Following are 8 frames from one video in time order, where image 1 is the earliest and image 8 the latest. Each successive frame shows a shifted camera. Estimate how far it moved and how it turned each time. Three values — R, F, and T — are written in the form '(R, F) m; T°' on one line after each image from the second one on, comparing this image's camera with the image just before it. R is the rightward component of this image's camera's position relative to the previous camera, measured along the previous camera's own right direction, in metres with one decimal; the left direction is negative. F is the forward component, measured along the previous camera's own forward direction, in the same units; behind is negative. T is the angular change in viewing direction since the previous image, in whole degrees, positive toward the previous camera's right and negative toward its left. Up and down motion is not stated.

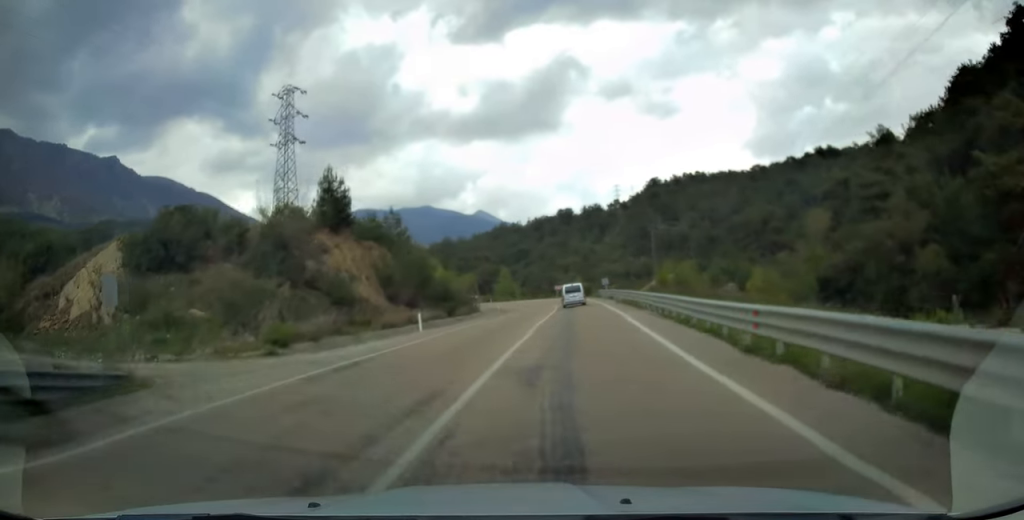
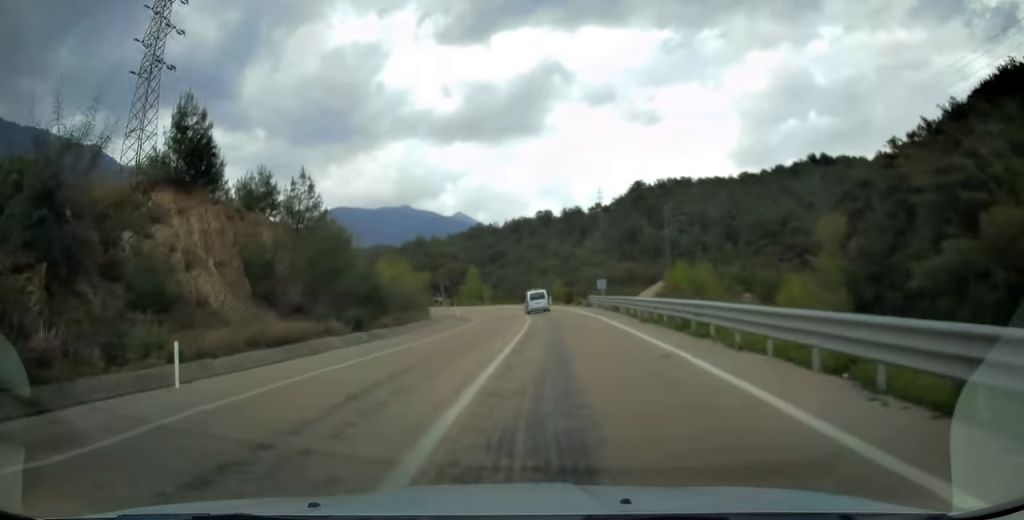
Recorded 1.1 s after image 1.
(+0.5, +19.1) m; +2°
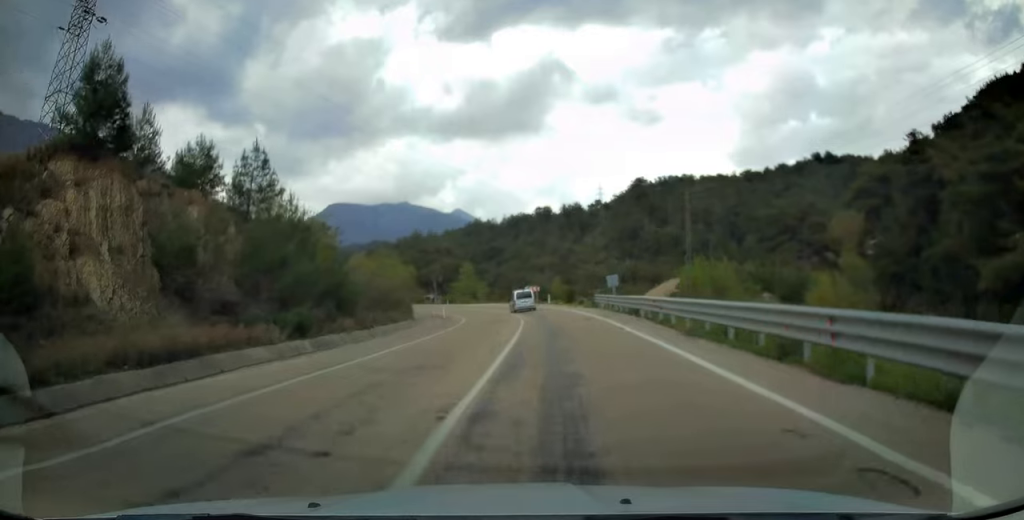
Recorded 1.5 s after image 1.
(+0.1, +7.7) m; 0°
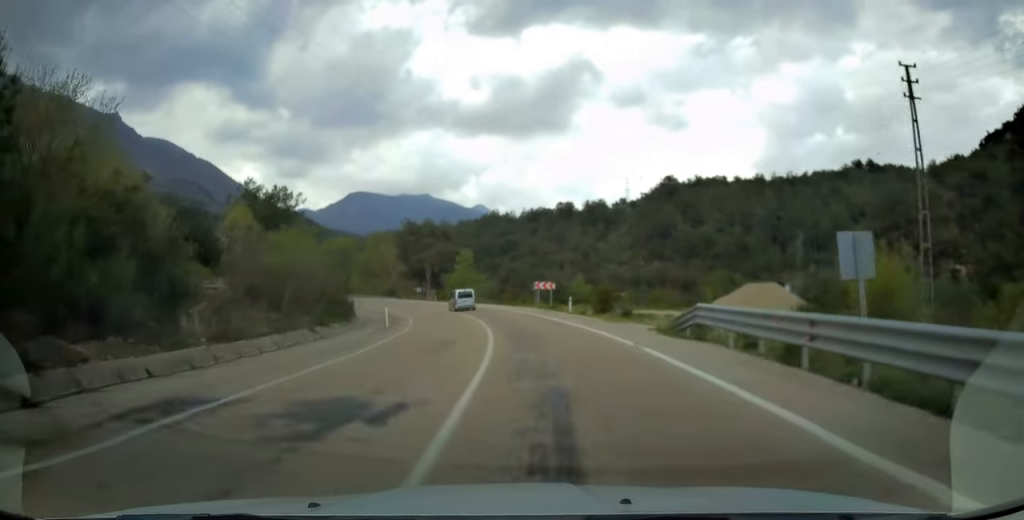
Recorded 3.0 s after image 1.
(-0.4, +25.8) m; -3°
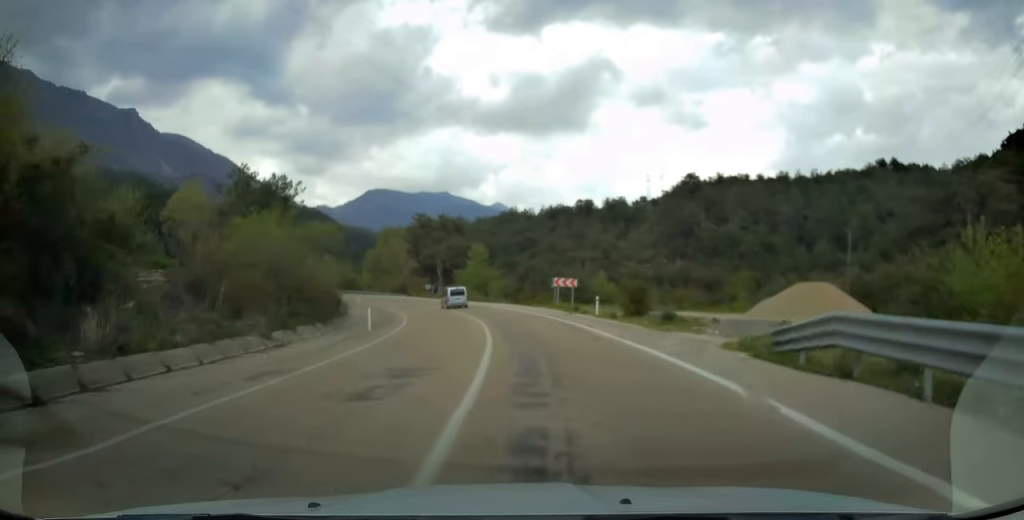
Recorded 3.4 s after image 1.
(-0.1, +6.9) m; -2°
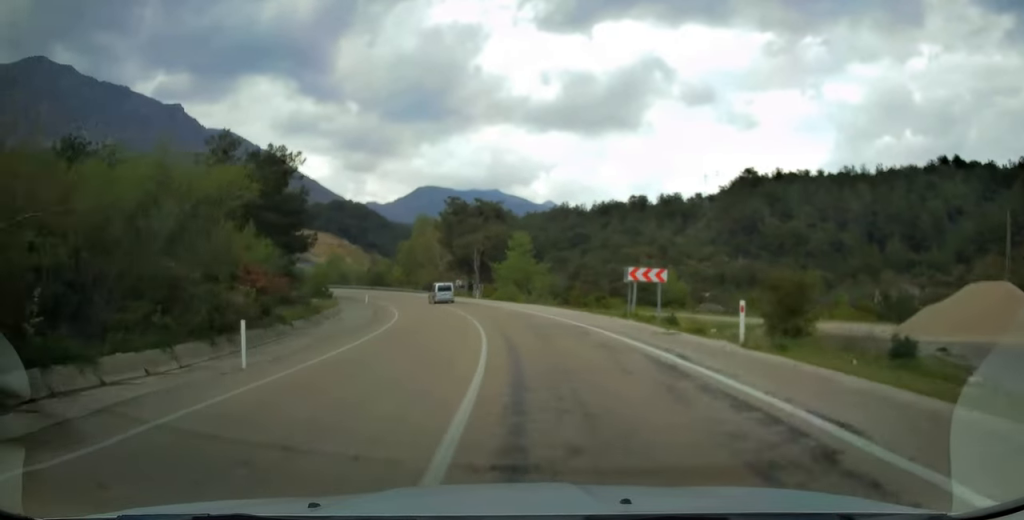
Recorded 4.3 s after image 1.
(-0.5, +15.9) m; -5°
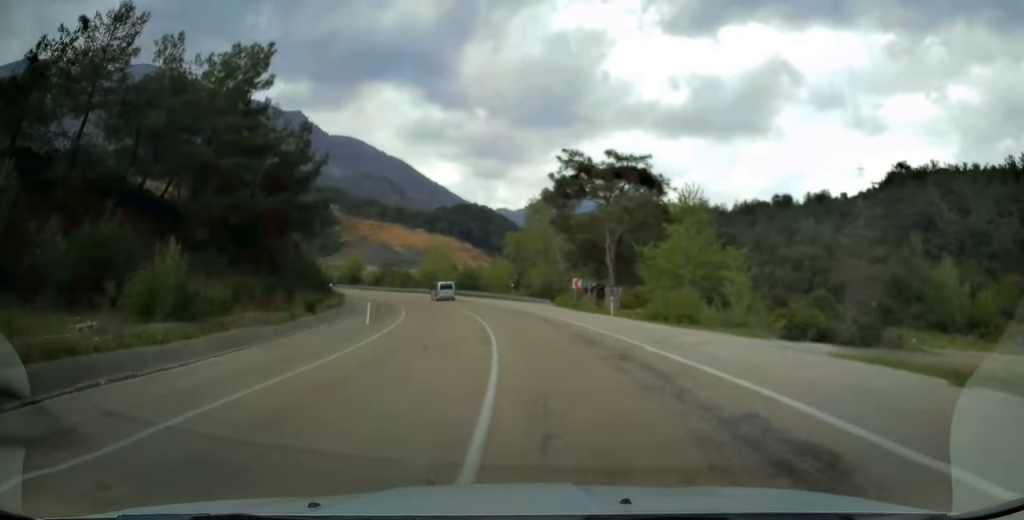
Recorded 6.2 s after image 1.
(-4.1, +32.7) m; -13°
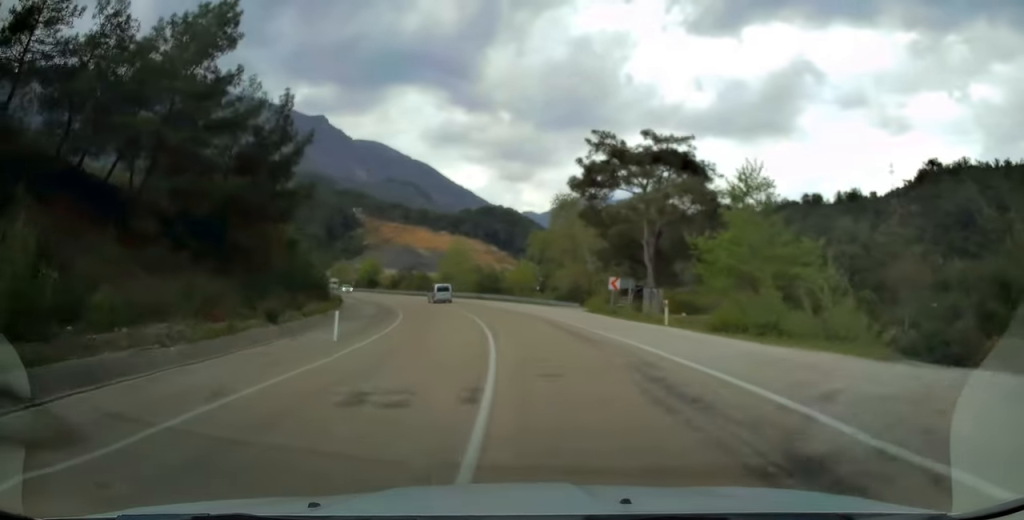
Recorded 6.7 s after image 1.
(-0.1, +7.5) m; -2°
